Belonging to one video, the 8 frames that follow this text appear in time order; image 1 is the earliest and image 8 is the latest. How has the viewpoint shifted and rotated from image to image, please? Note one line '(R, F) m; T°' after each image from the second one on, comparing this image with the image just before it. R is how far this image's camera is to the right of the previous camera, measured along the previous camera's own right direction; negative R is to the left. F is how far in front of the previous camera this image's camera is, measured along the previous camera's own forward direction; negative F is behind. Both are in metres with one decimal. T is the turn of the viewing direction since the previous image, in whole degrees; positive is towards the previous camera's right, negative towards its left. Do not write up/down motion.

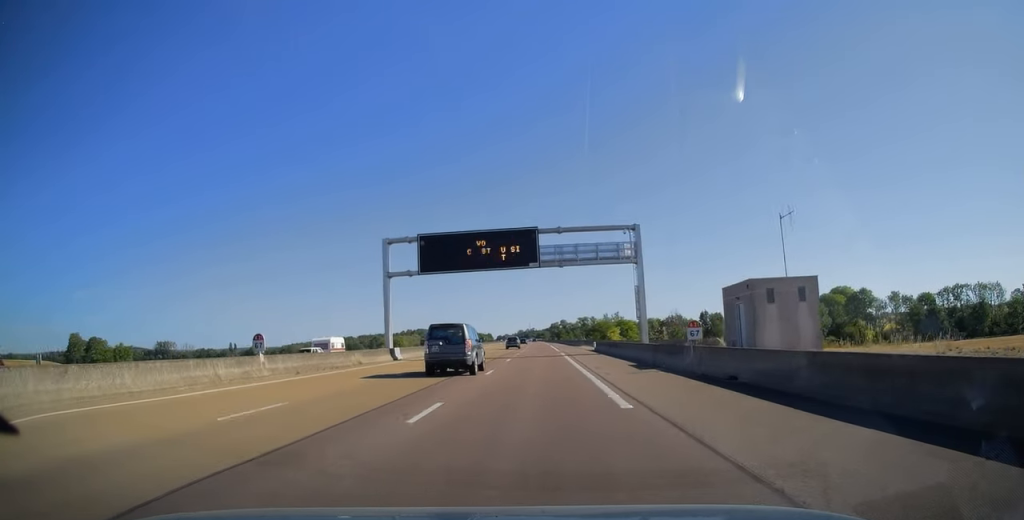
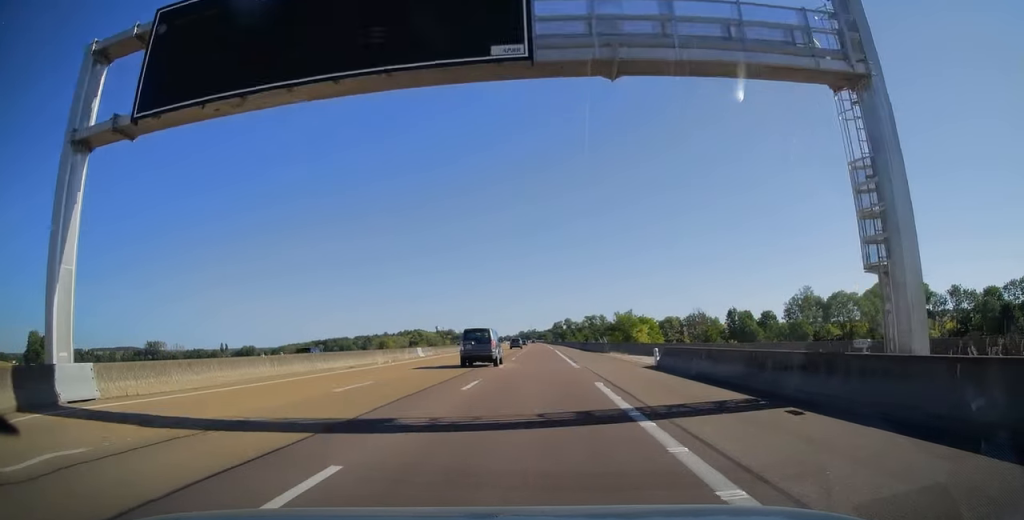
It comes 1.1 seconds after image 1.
(-0.1, +32.2) m; 0°
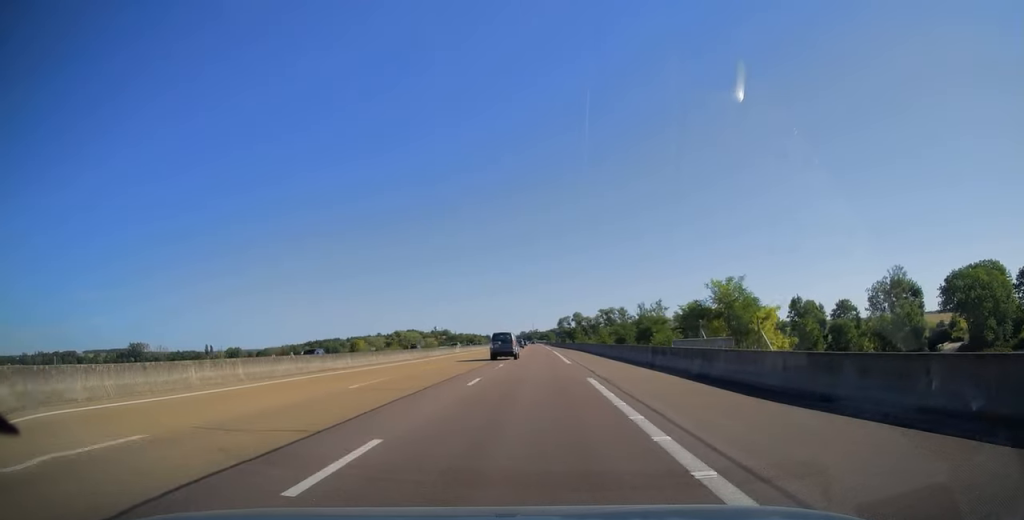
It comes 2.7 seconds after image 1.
(0.0, +50.0) m; 0°
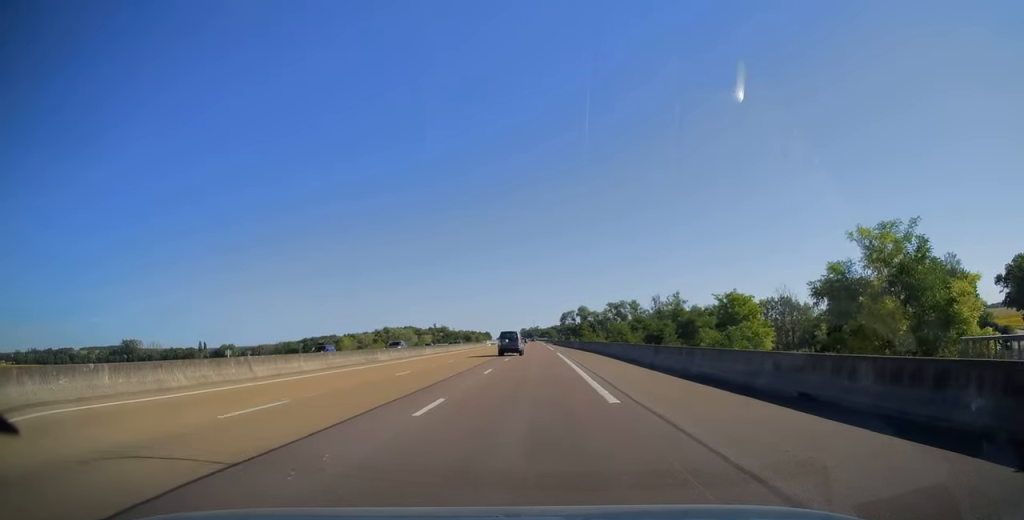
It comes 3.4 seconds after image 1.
(-0.1, +20.3) m; 0°
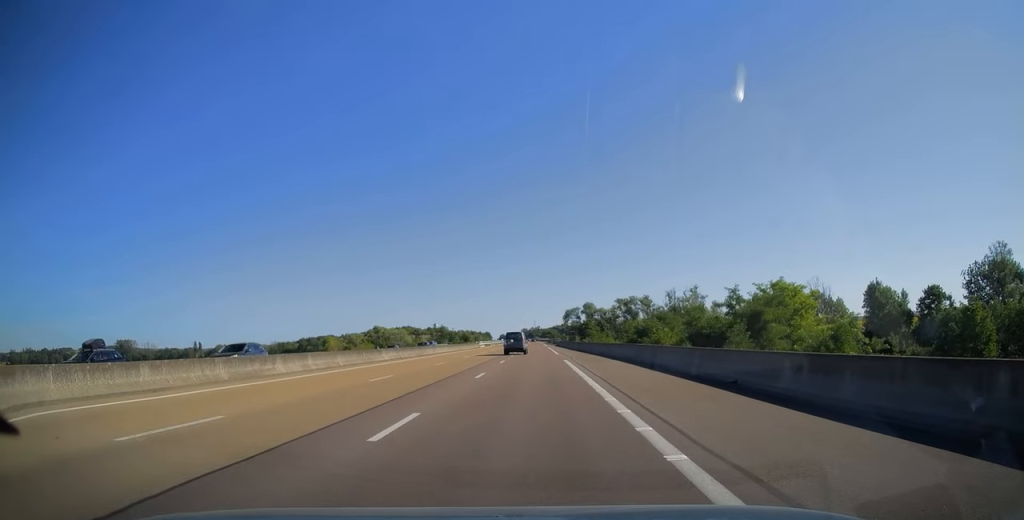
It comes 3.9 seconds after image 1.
(0.0, +15.7) m; 0°
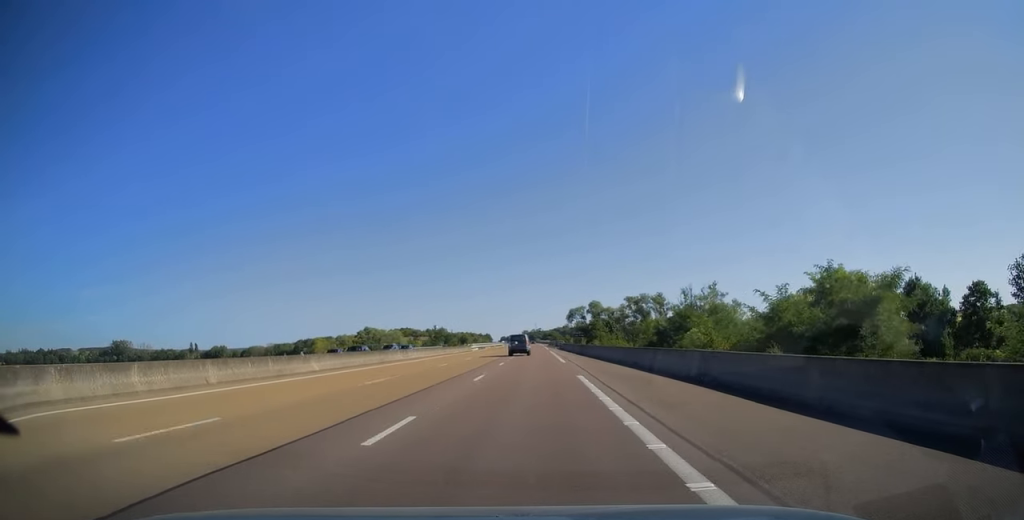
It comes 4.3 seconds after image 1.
(0.0, +13.1) m; 0°
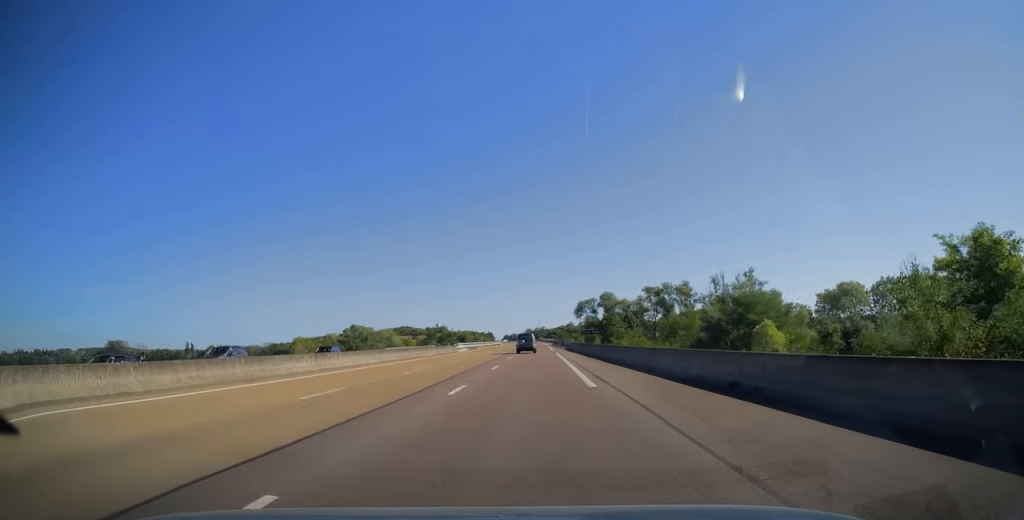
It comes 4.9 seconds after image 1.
(0.0, +18.7) m; 0°
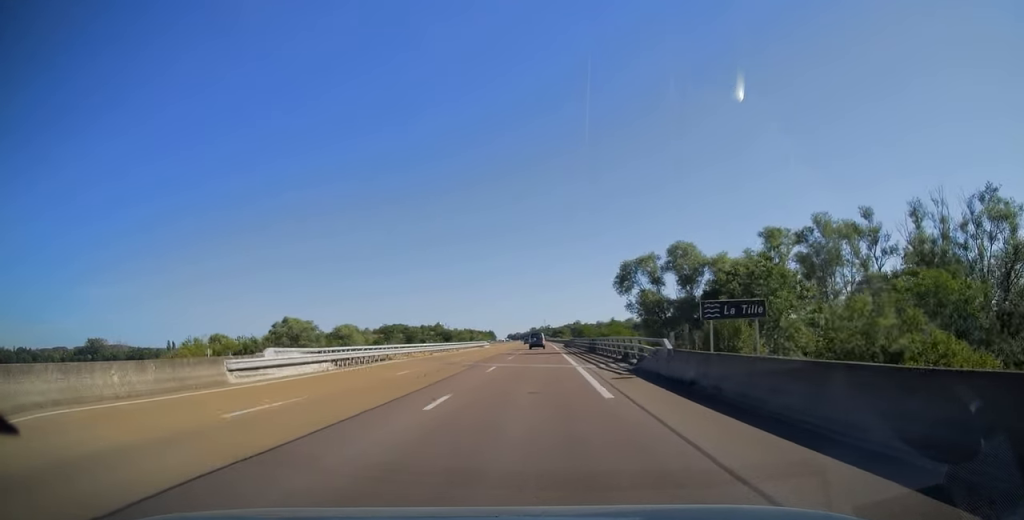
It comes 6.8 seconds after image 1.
(-0.4, +55.1) m; 0°
